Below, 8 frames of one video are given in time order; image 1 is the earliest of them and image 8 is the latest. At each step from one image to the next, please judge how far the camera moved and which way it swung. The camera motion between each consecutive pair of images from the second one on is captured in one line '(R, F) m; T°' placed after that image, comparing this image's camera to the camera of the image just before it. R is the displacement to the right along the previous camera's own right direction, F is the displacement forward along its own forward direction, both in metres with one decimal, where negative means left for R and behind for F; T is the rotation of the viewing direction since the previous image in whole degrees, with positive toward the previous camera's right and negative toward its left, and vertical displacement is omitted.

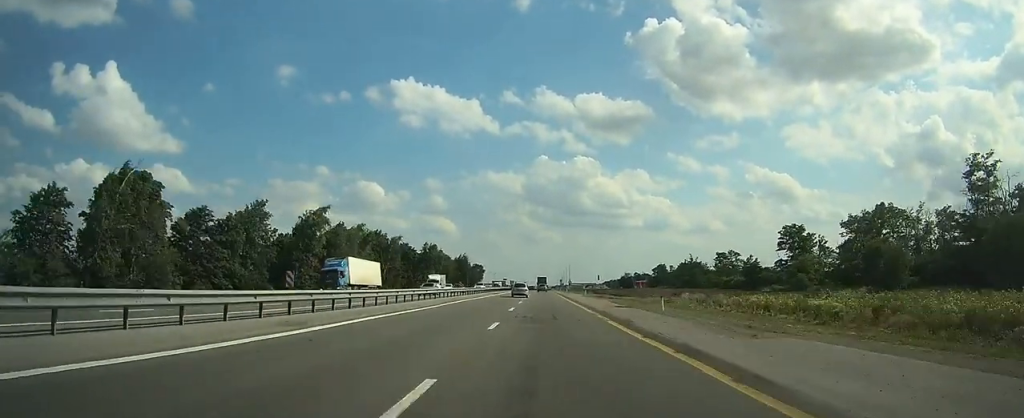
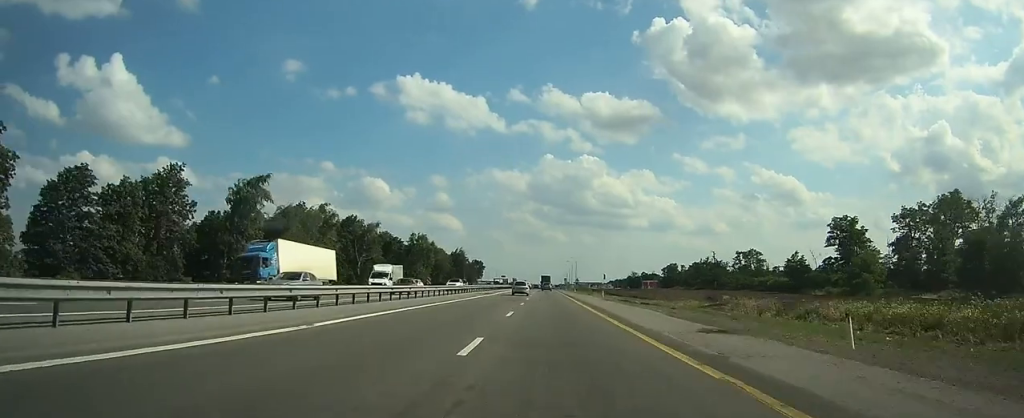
(0.0, +18.2) m; 0°
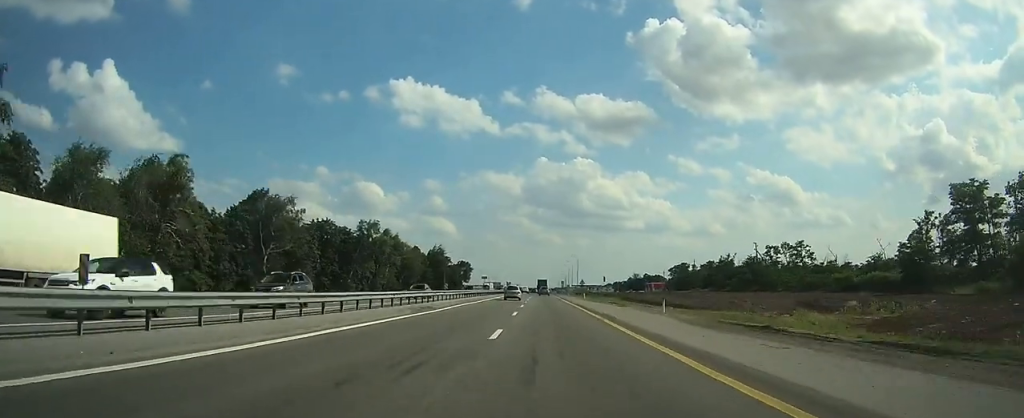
(0.0, +31.6) m; 0°
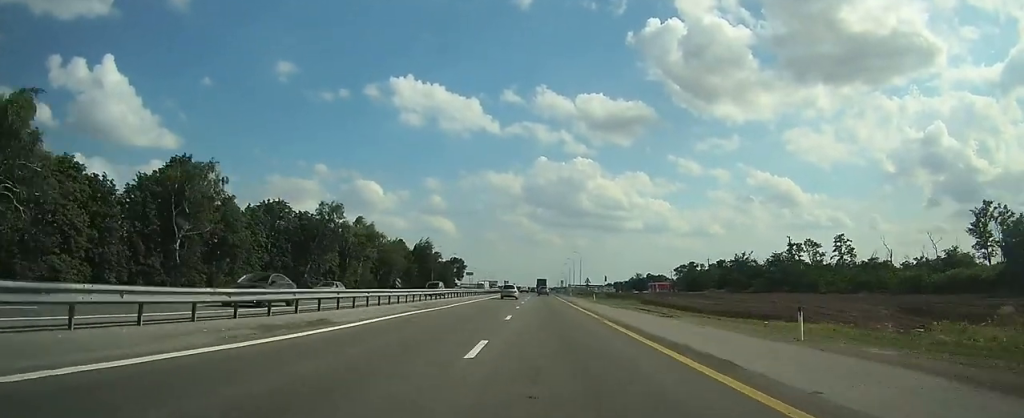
(0.0, +16.2) m; 0°
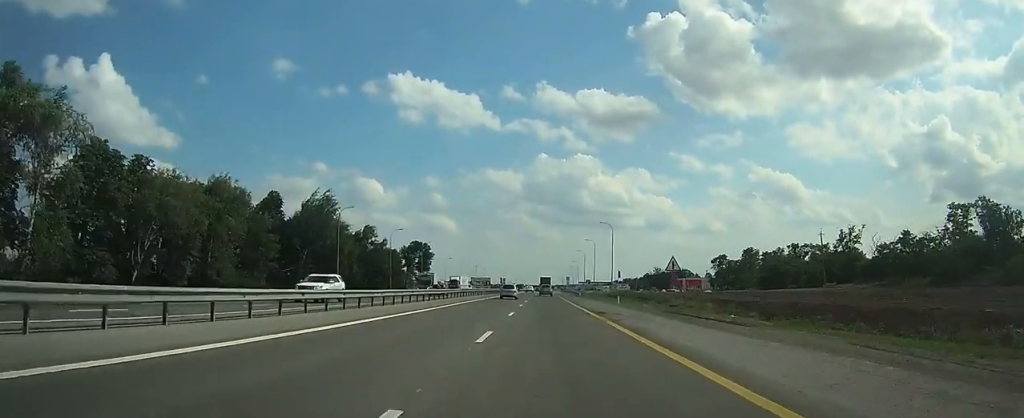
(+0.1, +66.9) m; 0°
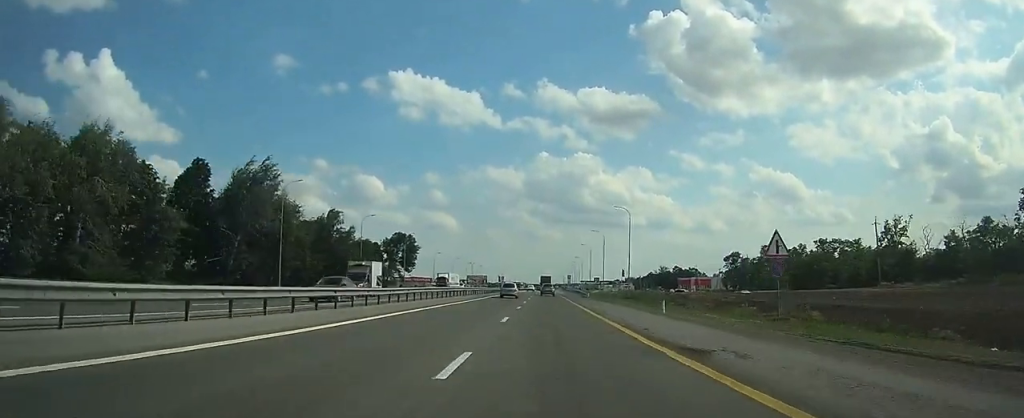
(0.0, +17.2) m; 0°
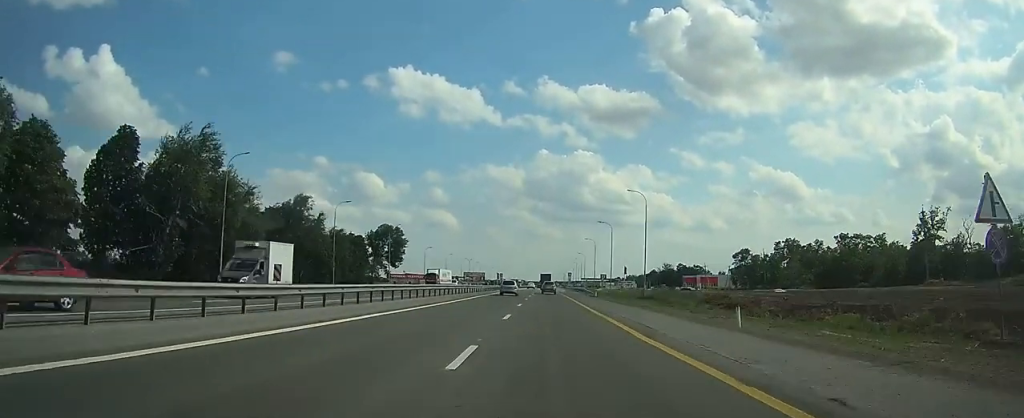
(0.0, +11.5) m; 0°
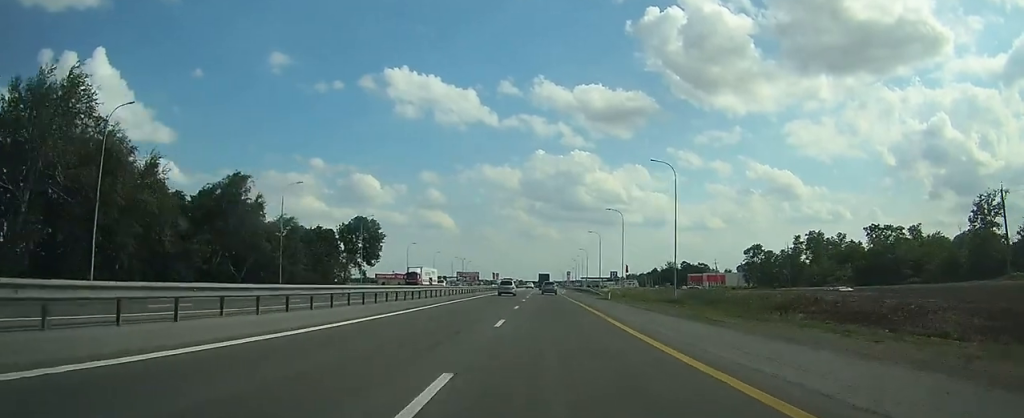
(0.0, +15.3) m; 0°
